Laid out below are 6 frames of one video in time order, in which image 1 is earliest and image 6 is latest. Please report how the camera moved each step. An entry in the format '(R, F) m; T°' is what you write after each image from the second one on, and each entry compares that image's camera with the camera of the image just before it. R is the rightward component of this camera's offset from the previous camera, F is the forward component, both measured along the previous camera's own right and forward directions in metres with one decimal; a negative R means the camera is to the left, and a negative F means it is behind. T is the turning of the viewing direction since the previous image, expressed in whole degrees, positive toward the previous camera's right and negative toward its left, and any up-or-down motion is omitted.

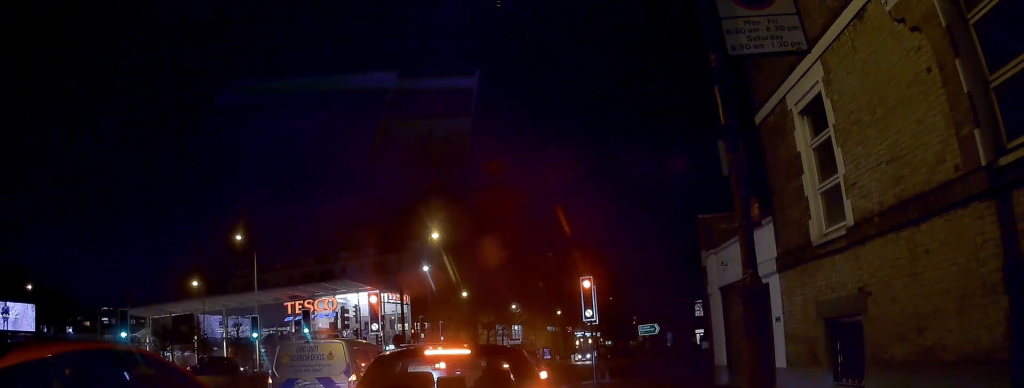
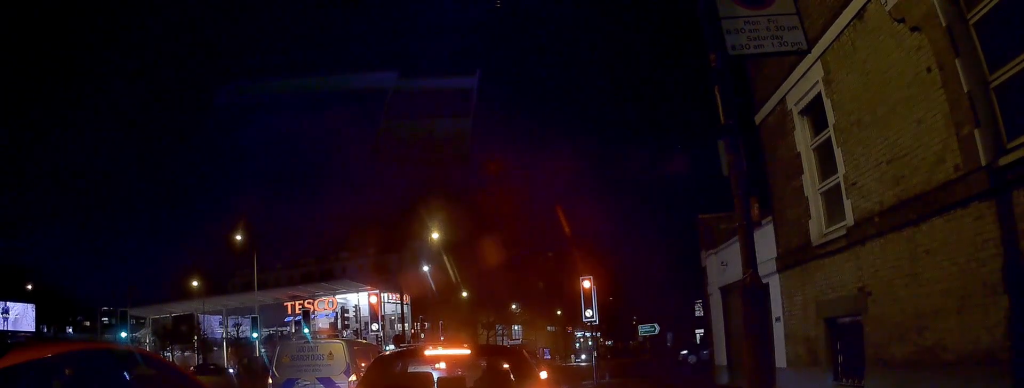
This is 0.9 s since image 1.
(0.0, 0.0) m; 0°
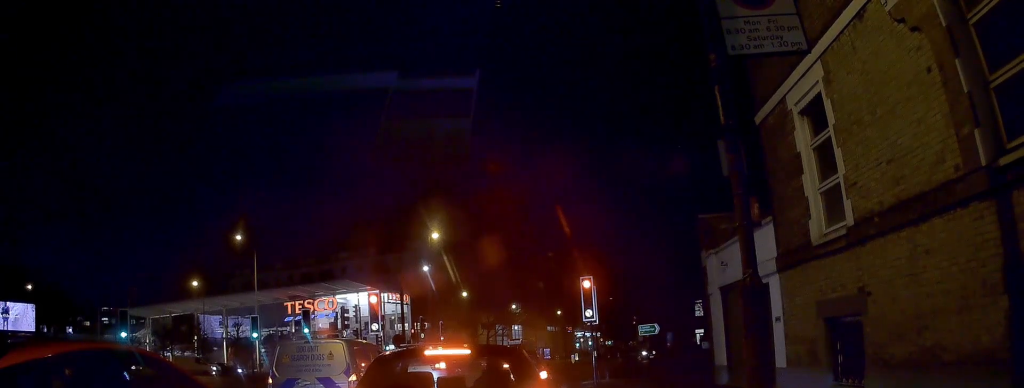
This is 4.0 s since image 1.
(0.0, 0.0) m; 0°
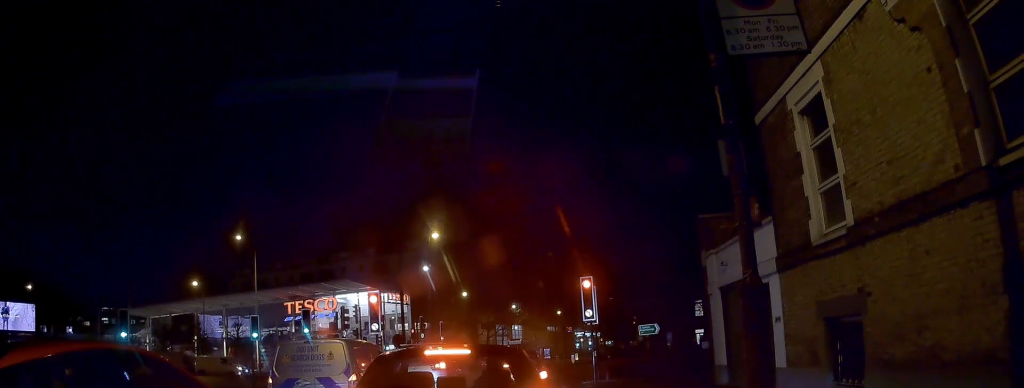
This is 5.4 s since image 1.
(0.0, 0.0) m; 0°
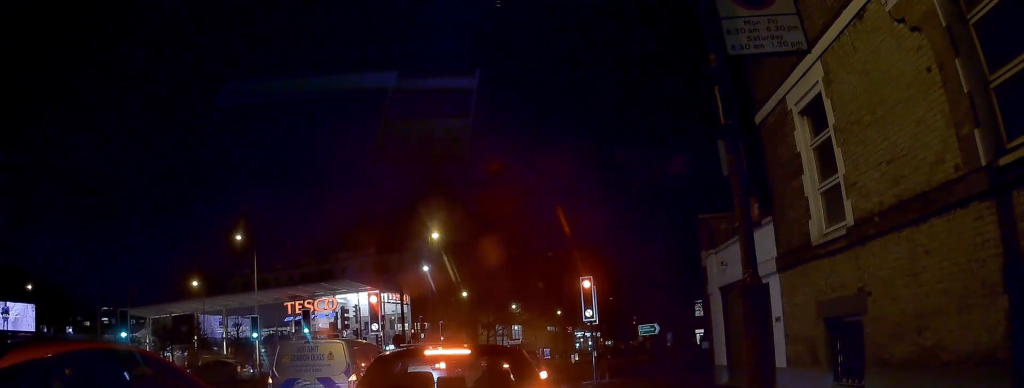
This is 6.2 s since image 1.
(0.0, 0.0) m; 0°
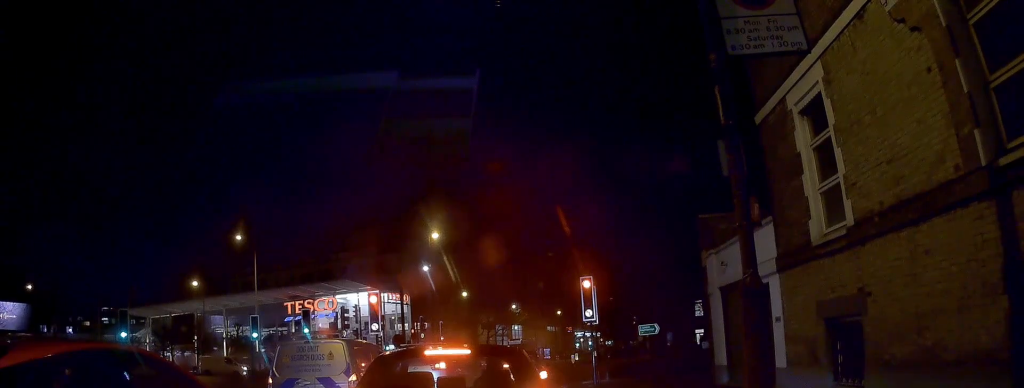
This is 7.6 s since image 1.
(0.0, 0.0) m; 0°
